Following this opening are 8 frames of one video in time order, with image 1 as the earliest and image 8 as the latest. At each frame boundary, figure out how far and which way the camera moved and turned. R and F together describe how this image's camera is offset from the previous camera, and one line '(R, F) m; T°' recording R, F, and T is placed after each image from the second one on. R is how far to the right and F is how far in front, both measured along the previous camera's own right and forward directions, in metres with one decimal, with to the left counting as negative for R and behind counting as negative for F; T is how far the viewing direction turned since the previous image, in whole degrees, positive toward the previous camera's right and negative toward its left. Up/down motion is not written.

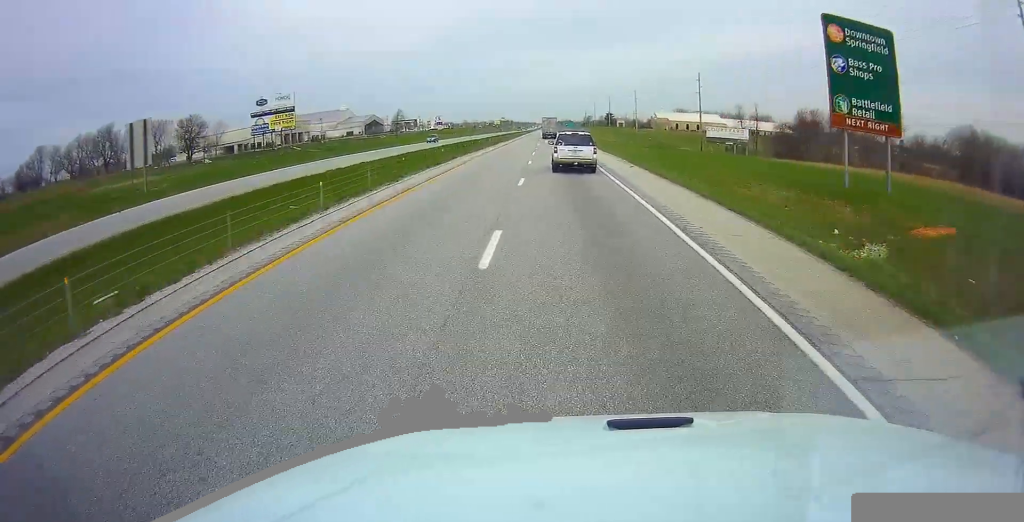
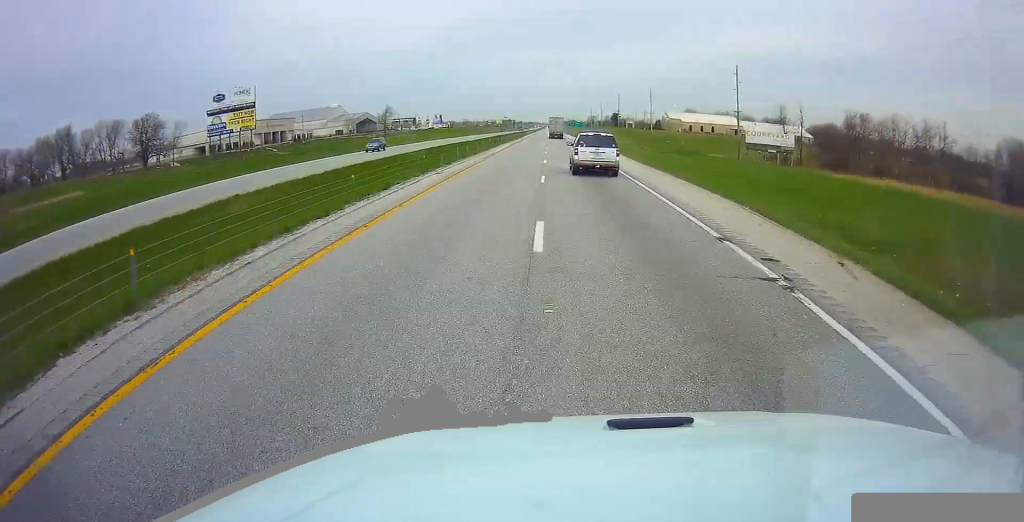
(-0.1, +23.2) m; 0°
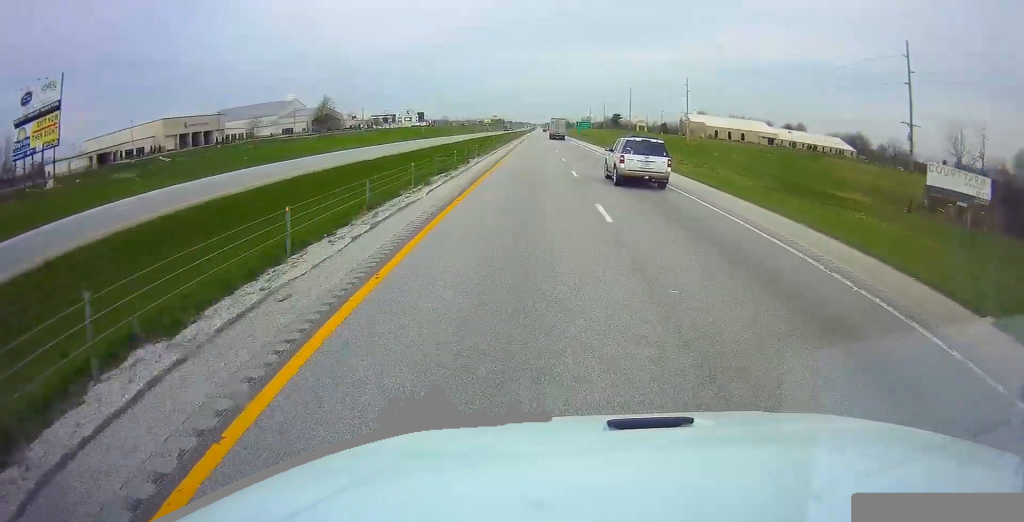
(+0.5, +57.3) m; +1°
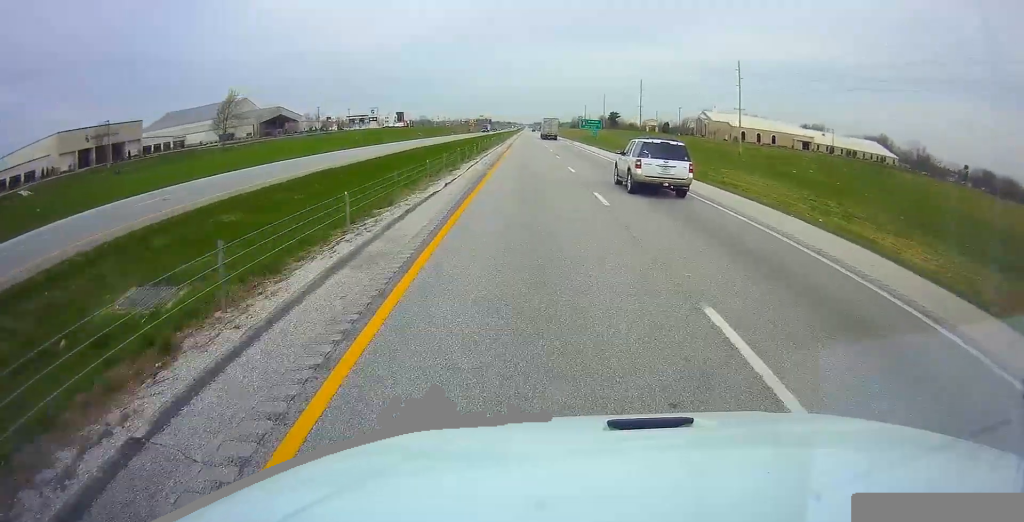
(+0.3, +46.1) m; 0°
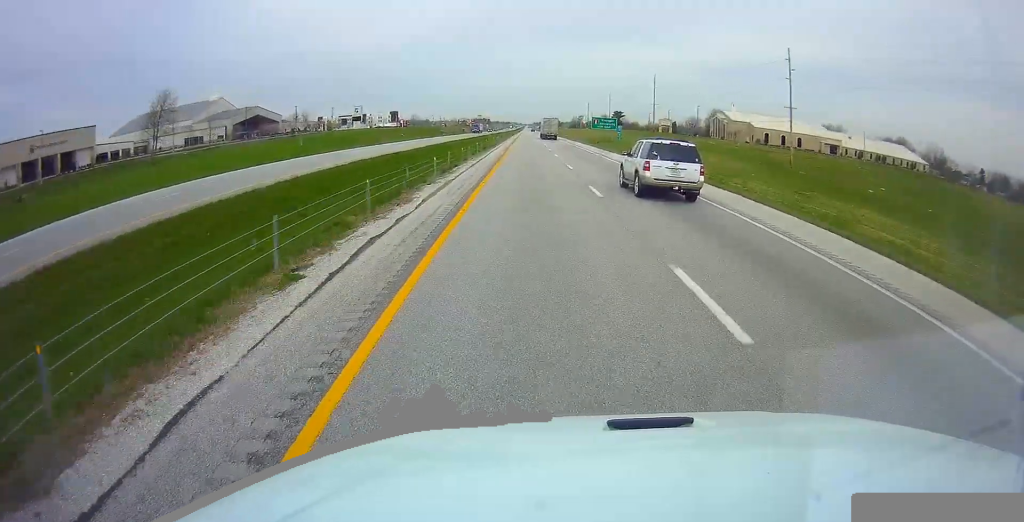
(0.0, +22.5) m; 0°
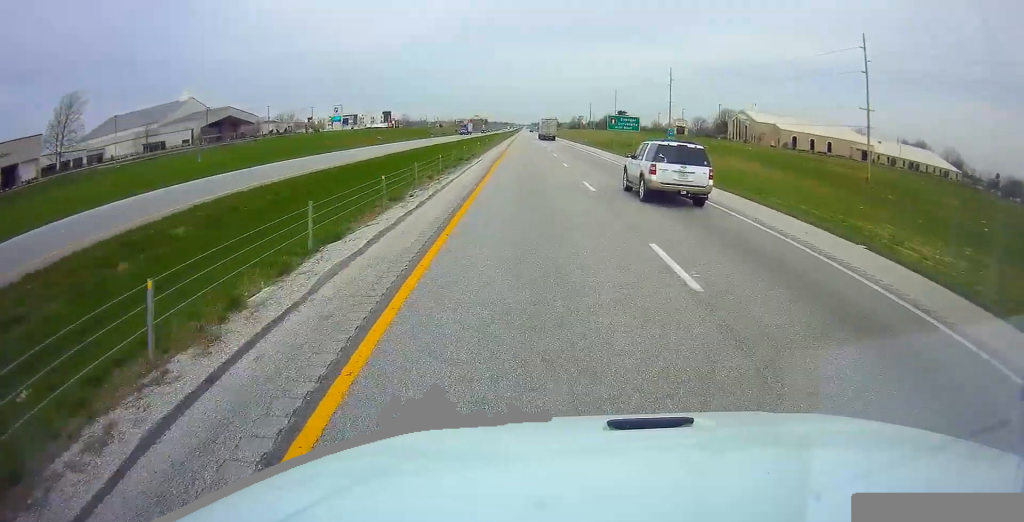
(0.0, +22.6) m; 0°
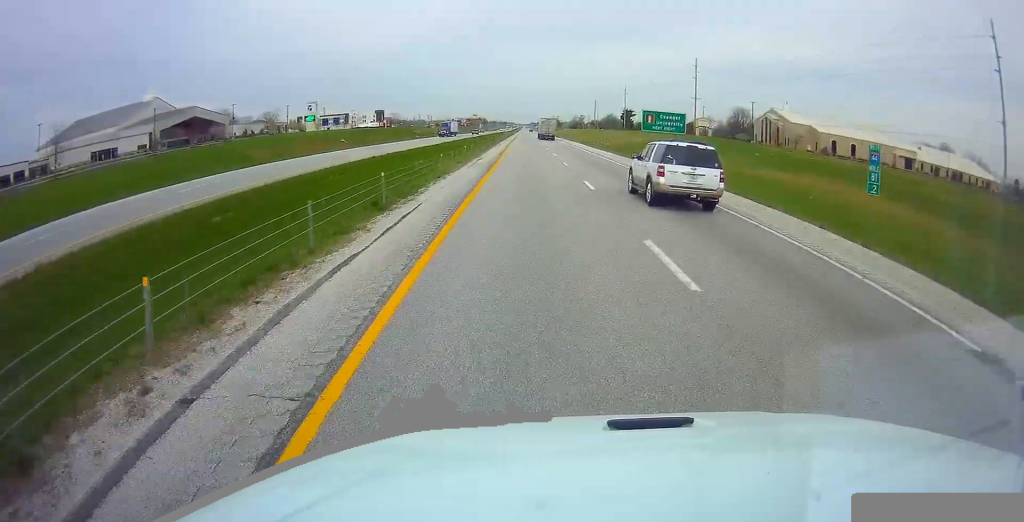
(0.0, +24.4) m; 0°
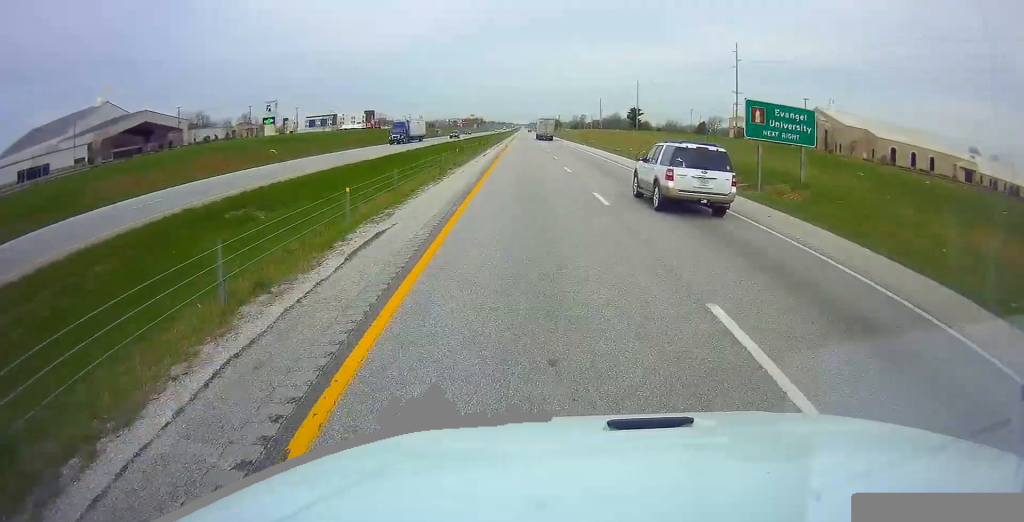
(-0.2, +28.3) m; 0°
